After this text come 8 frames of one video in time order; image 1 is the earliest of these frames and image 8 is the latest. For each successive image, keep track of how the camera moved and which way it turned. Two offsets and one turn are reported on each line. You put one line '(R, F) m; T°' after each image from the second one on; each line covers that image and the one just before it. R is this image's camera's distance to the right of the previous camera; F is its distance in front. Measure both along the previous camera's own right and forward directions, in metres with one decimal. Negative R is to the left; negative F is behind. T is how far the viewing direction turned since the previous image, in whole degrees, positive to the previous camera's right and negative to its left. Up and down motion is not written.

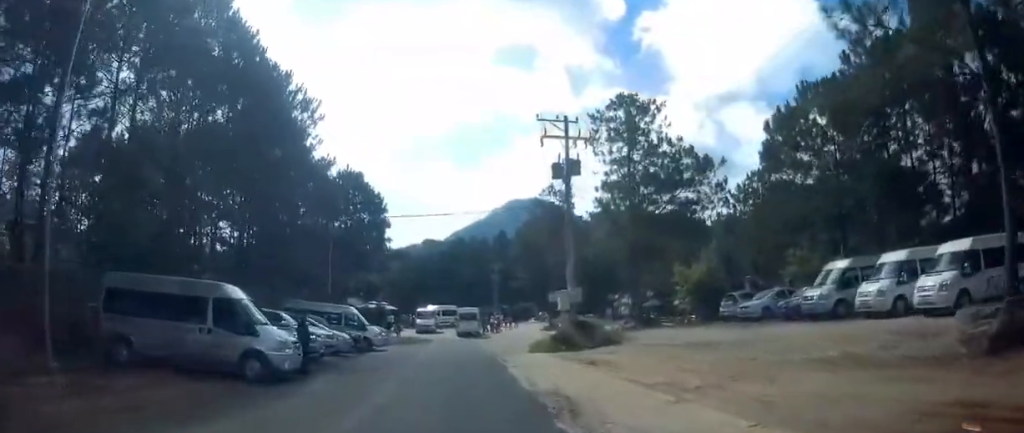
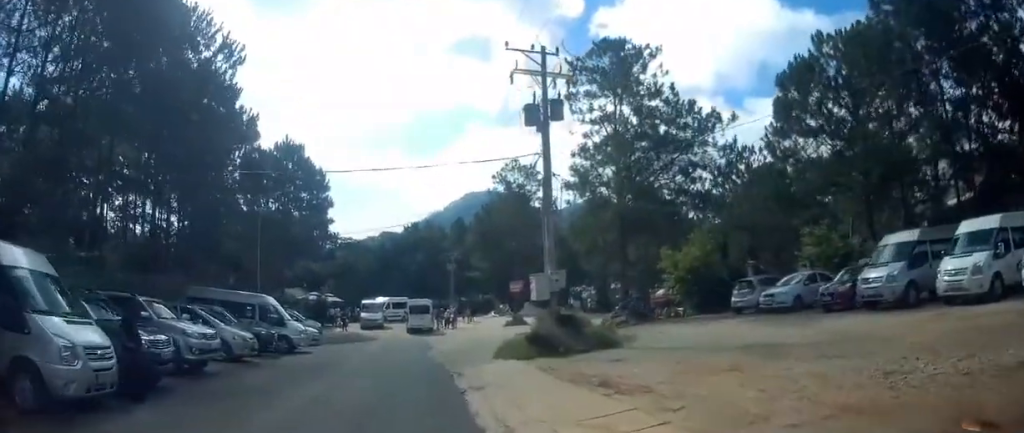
(+0.2, +7.4) m; +4°
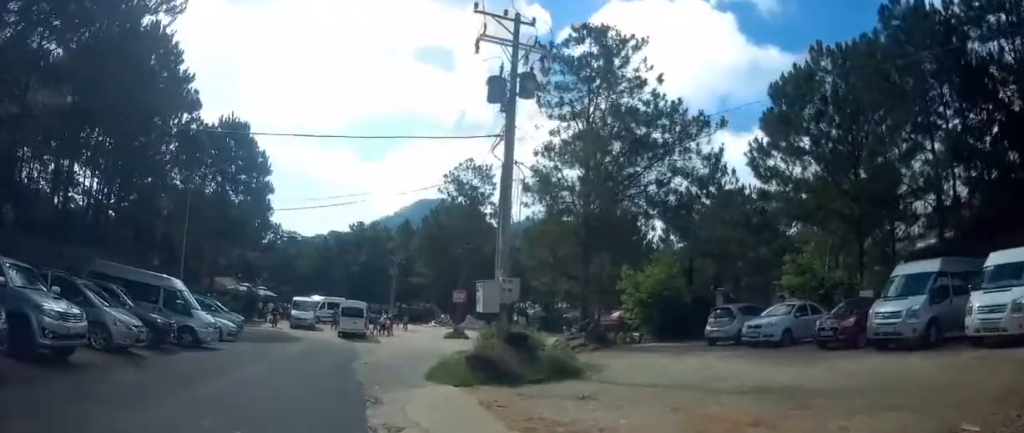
(+0.1, +3.4) m; +8°
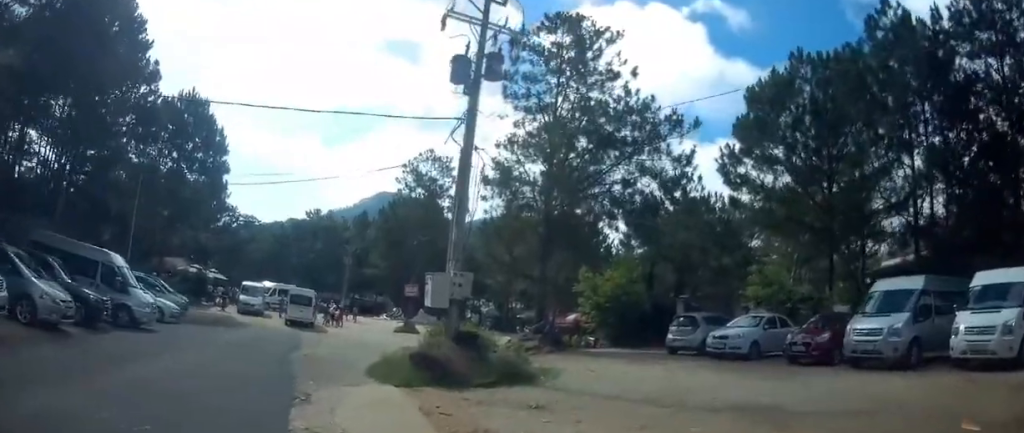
(0.0, +0.9) m; +4°
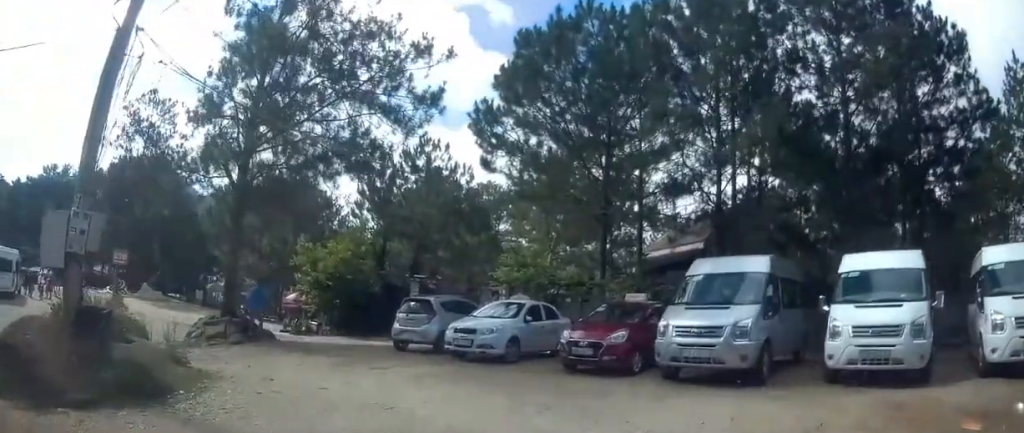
(+1.1, +4.1) m; +23°
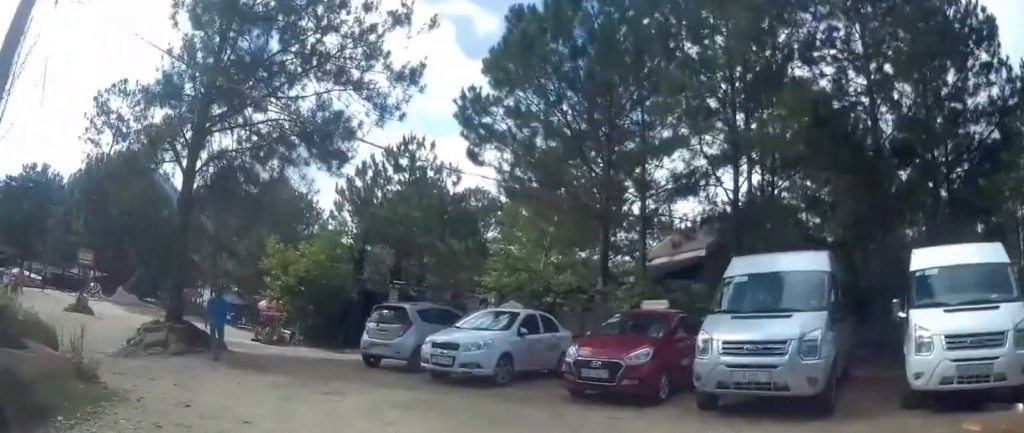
(0.0, +2.1) m; +1°
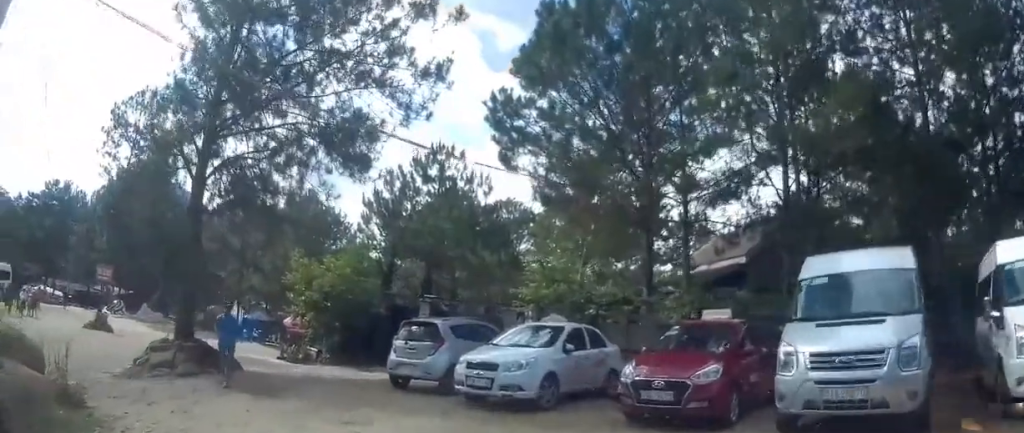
(0.0, +1.1) m; 0°
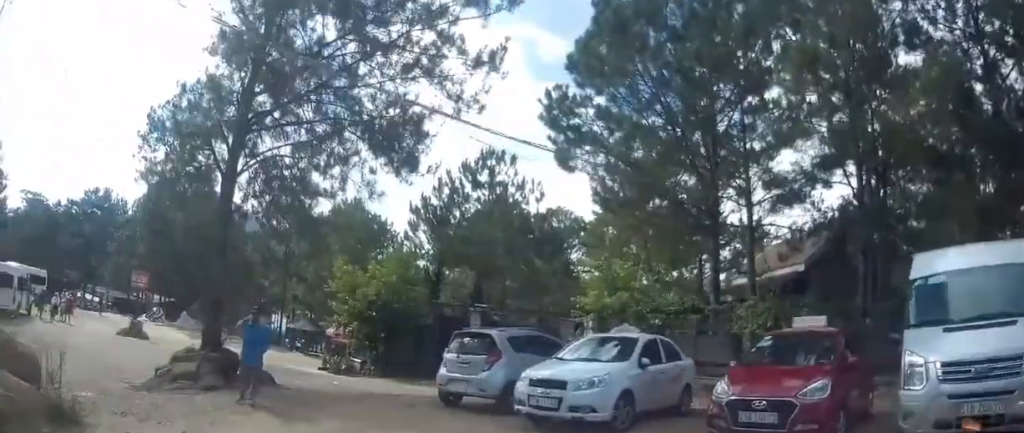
(0.0, +1.1) m; 0°
